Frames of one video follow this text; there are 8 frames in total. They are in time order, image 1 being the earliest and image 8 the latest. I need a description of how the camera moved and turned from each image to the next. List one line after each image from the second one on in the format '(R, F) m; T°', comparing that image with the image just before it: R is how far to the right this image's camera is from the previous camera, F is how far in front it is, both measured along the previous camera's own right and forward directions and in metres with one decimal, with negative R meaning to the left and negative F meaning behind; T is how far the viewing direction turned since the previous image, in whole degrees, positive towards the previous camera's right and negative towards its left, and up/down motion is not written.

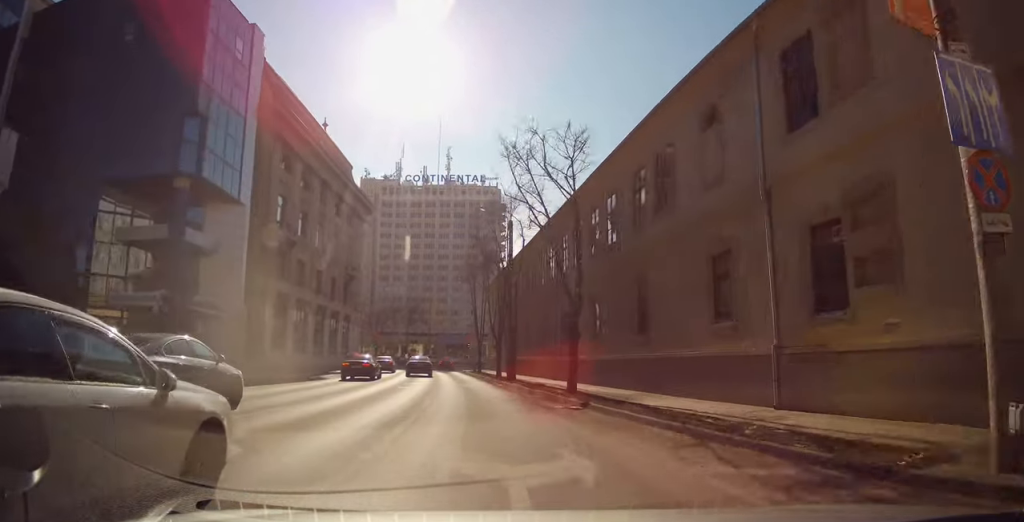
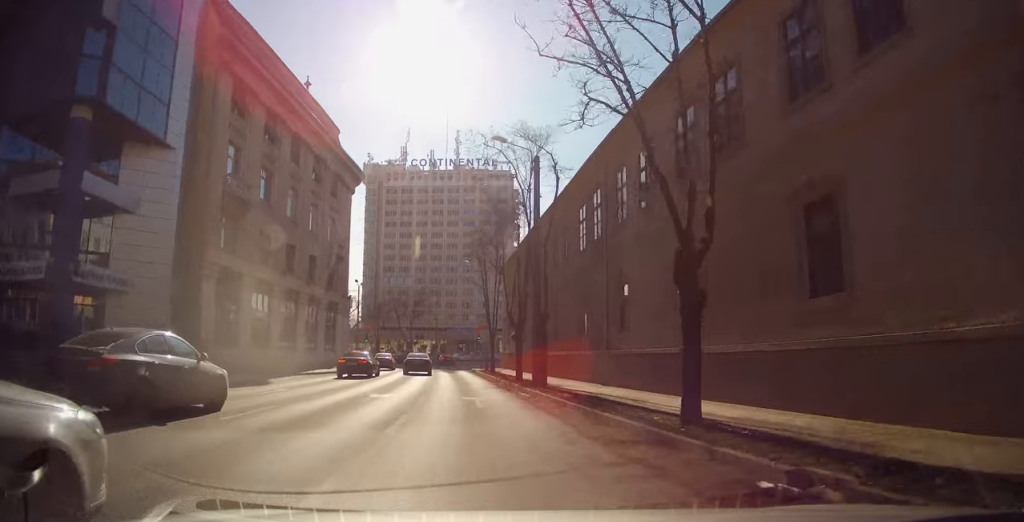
(0.0, +10.2) m; -1°
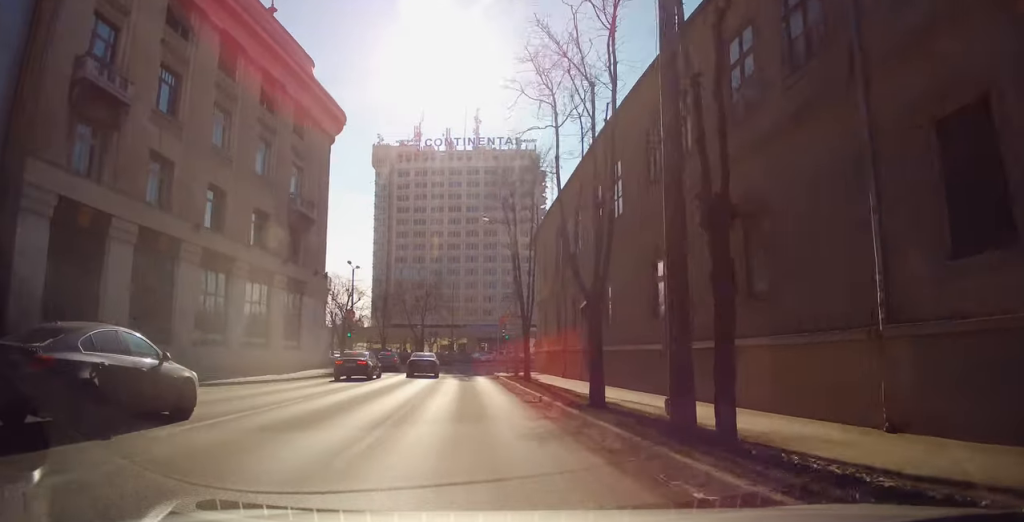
(-0.3, +14.4) m; -2°
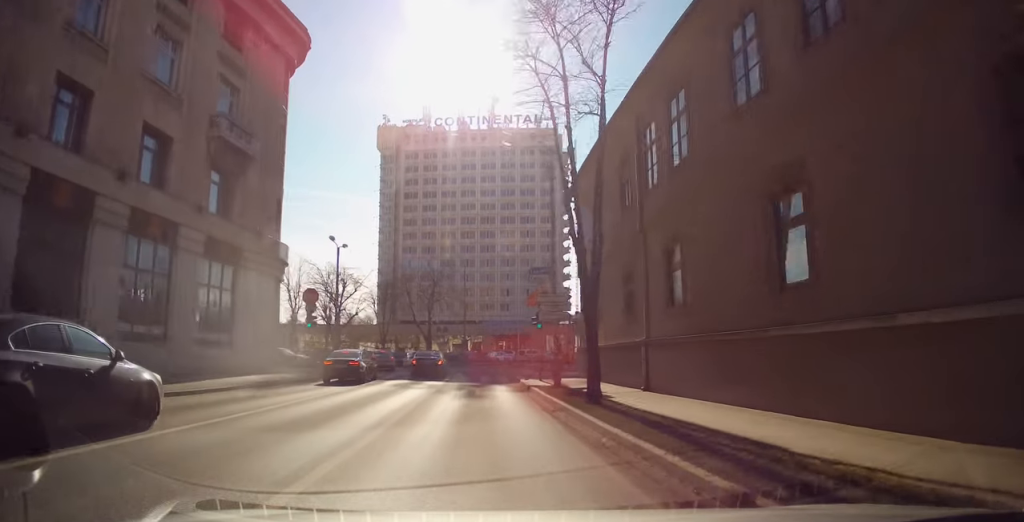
(0.0, +11.5) m; 0°
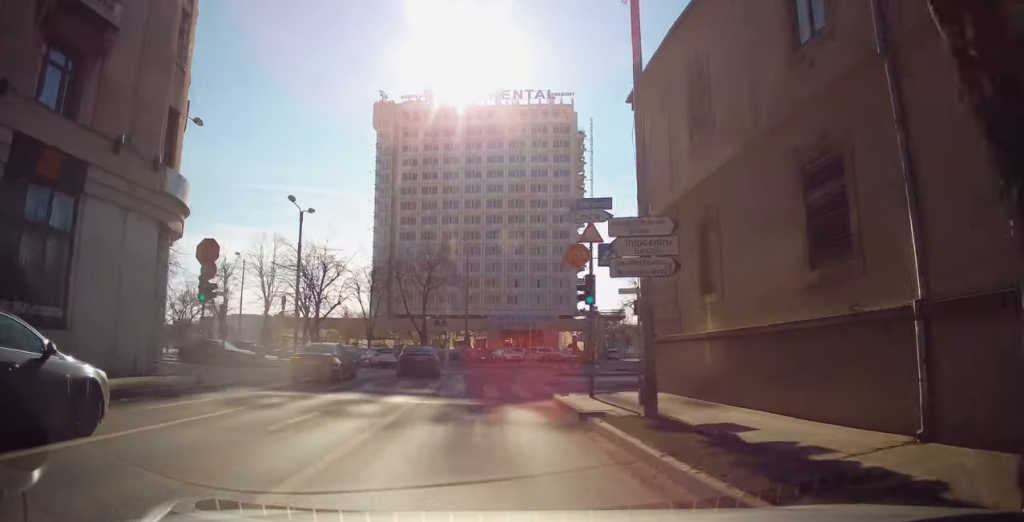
(0.0, +10.1) m; 0°
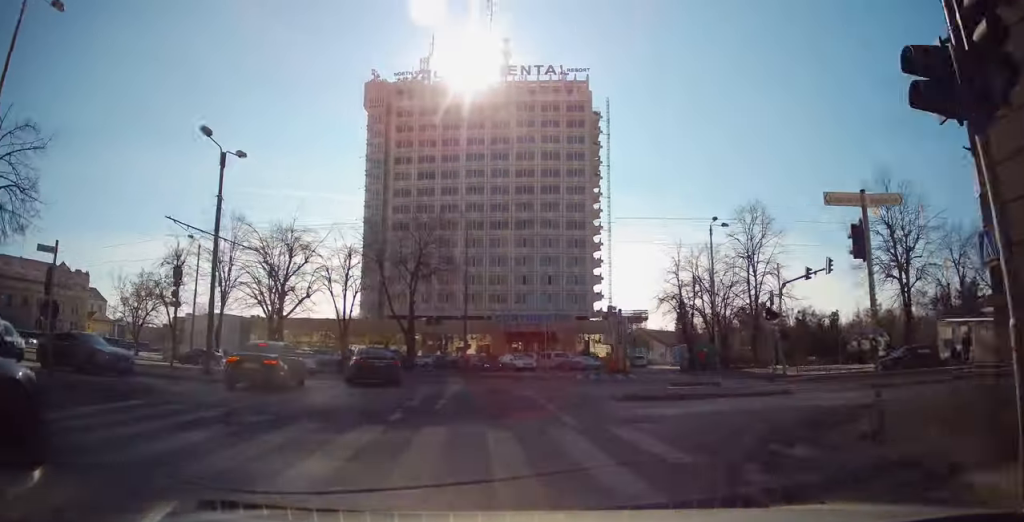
(0.0, +11.0) m; 0°
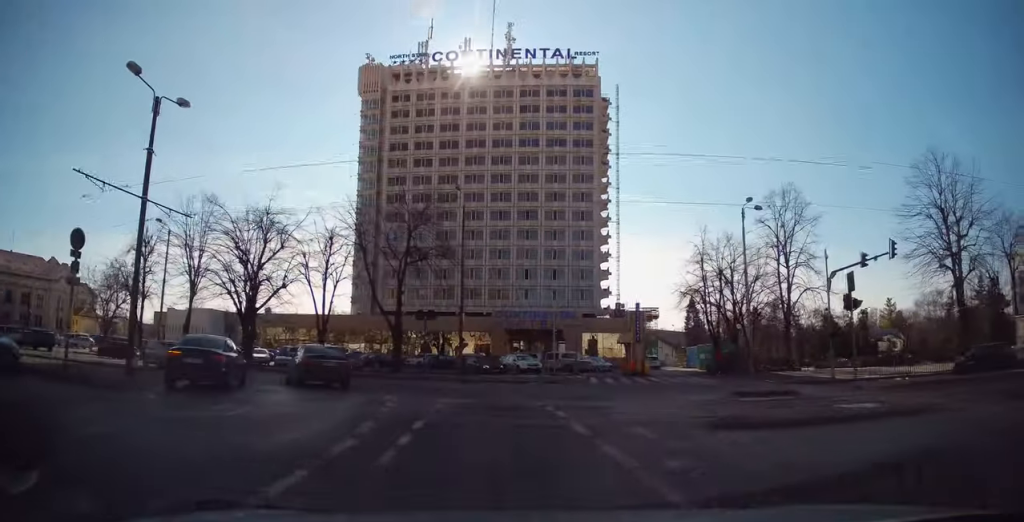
(0.0, +5.3) m; -1°
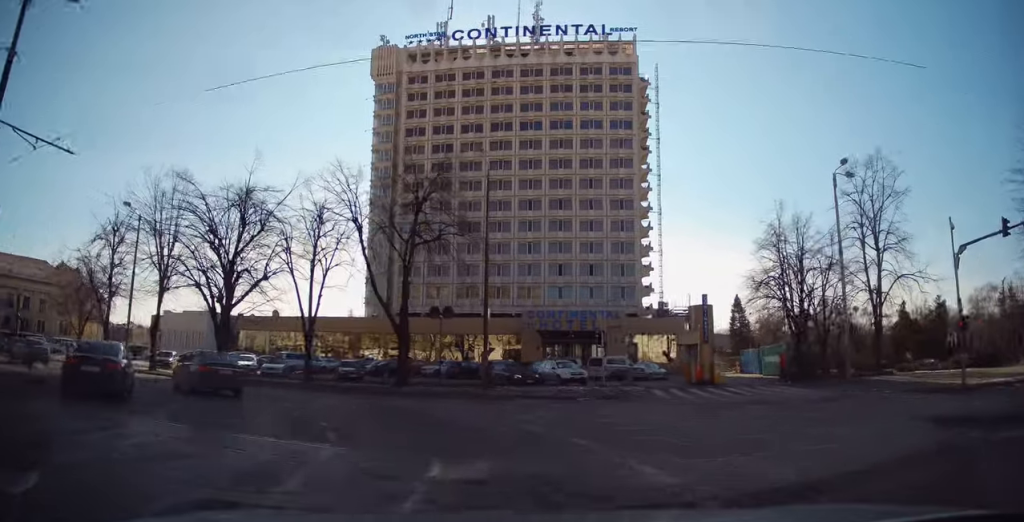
(-0.3, +9.3) m; -6°
